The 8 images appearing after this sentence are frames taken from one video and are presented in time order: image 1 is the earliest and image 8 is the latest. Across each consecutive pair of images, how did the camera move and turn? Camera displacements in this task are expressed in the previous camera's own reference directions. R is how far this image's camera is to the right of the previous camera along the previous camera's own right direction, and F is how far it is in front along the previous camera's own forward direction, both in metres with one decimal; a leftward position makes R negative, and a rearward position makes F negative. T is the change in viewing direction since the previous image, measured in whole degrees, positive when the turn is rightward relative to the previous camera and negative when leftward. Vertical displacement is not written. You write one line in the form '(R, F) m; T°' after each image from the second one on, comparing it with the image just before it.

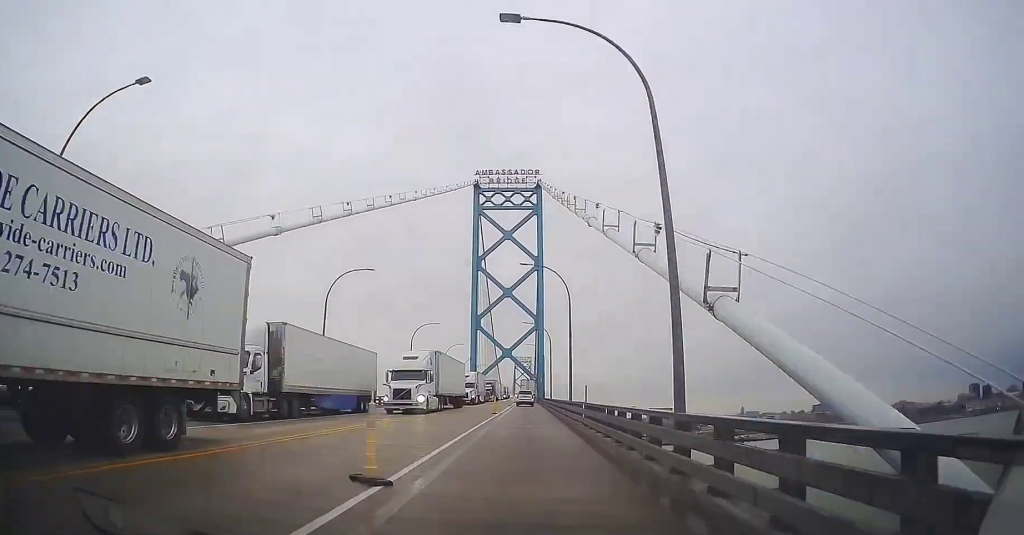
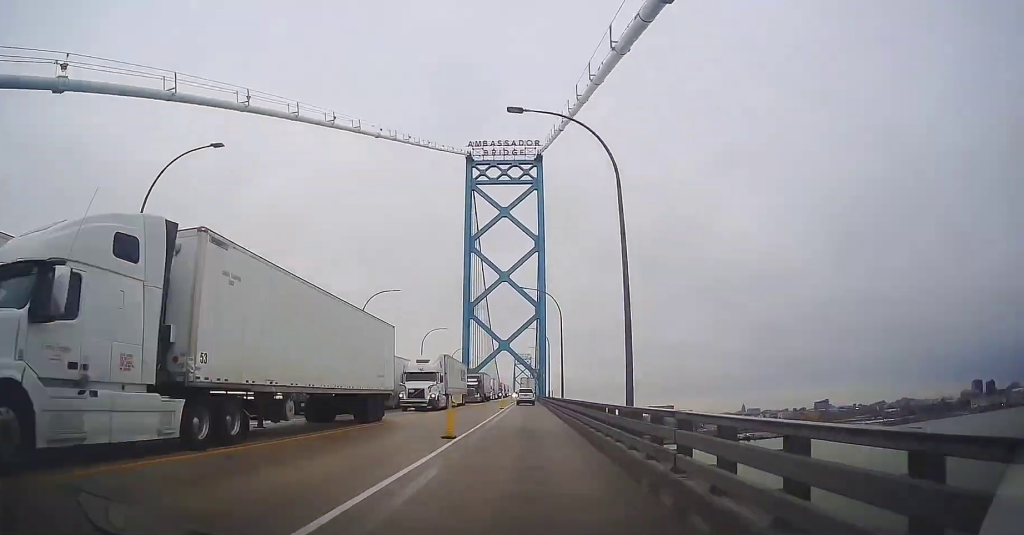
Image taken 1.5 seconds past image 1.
(0.0, +21.5) m; 0°
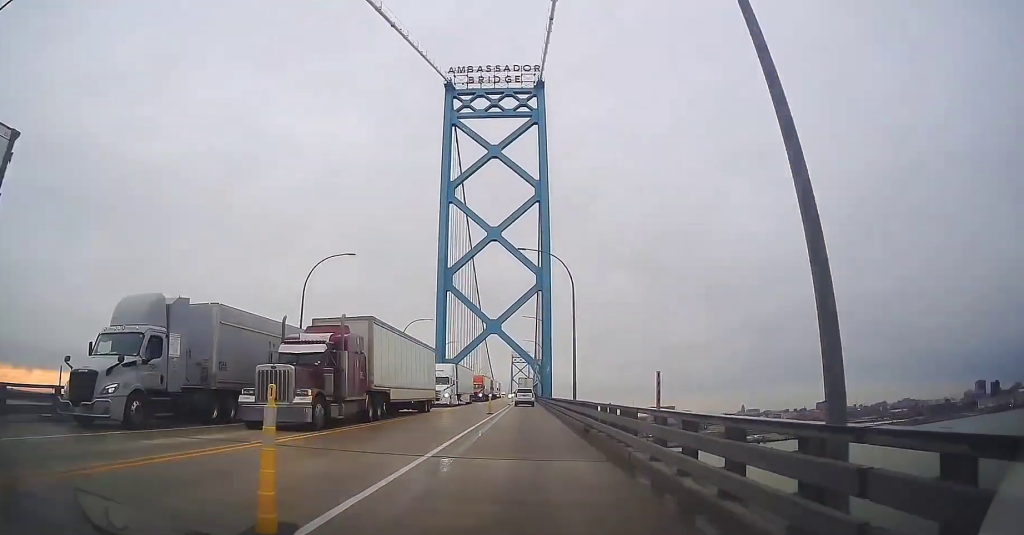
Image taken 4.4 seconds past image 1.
(-0.2, +41.4) m; 0°
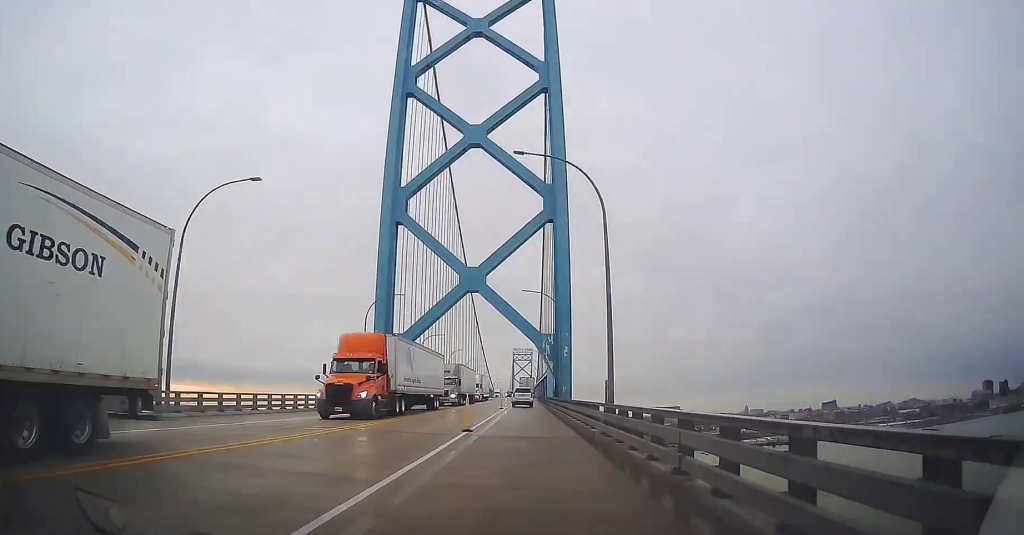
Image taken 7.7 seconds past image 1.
(+0.1, +46.2) m; 0°
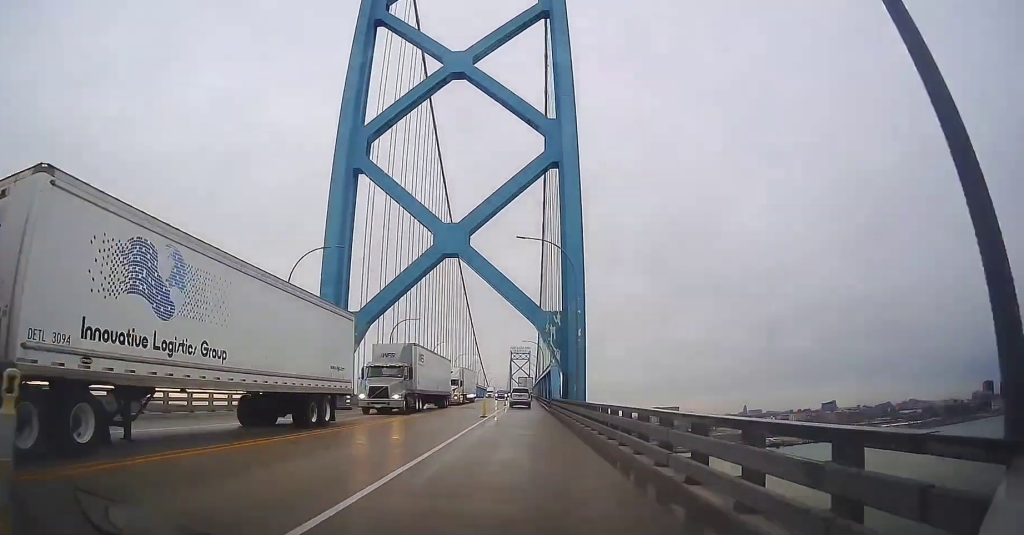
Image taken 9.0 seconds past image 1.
(+0.2, +18.0) m; 0°
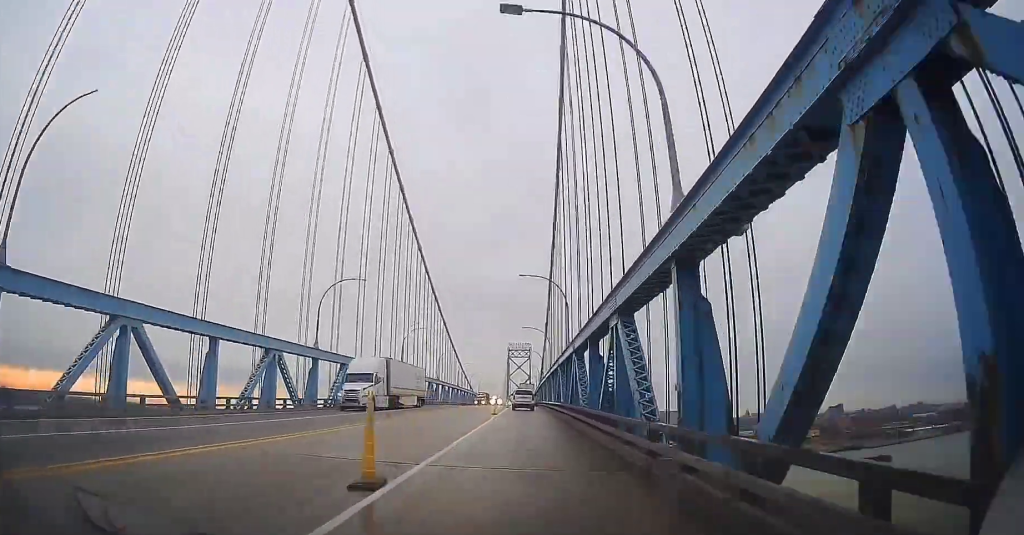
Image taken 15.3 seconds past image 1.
(-1.2, +84.8) m; 0°
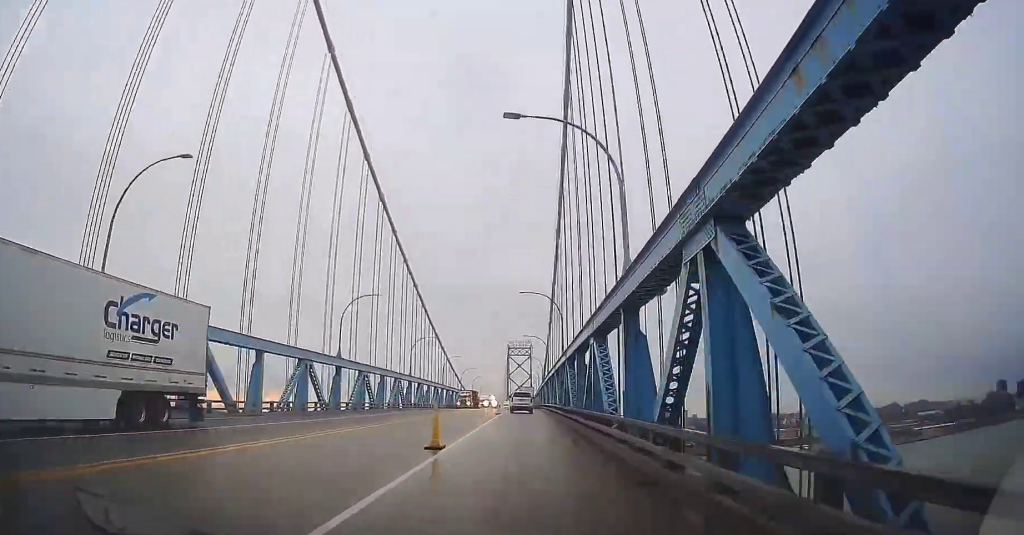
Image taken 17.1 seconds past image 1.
(+0.3, +23.9) m; +1°
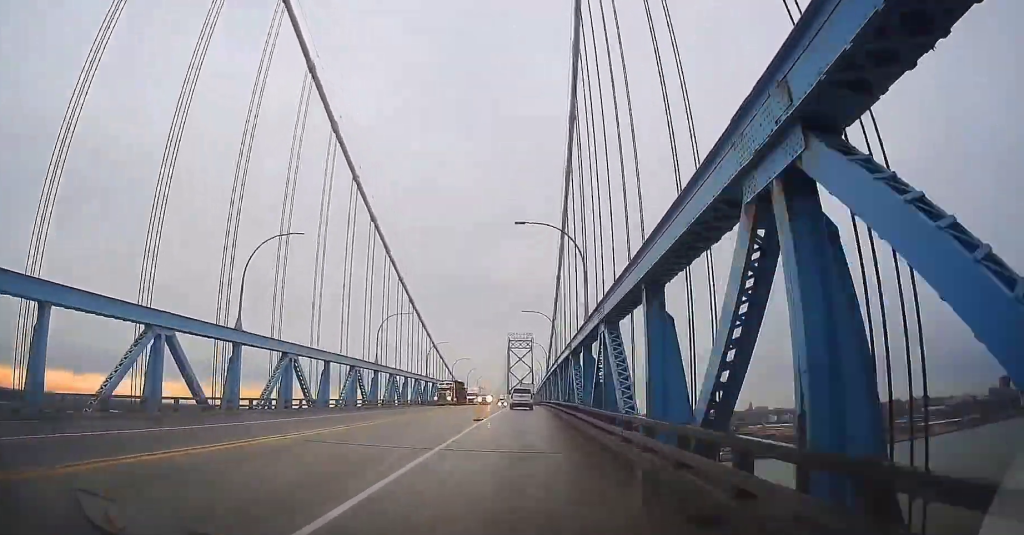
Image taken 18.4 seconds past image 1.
(+0.1, +17.3) m; 0°
